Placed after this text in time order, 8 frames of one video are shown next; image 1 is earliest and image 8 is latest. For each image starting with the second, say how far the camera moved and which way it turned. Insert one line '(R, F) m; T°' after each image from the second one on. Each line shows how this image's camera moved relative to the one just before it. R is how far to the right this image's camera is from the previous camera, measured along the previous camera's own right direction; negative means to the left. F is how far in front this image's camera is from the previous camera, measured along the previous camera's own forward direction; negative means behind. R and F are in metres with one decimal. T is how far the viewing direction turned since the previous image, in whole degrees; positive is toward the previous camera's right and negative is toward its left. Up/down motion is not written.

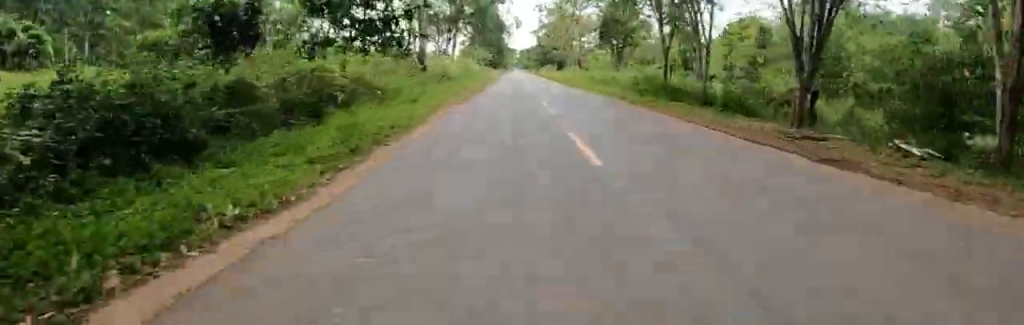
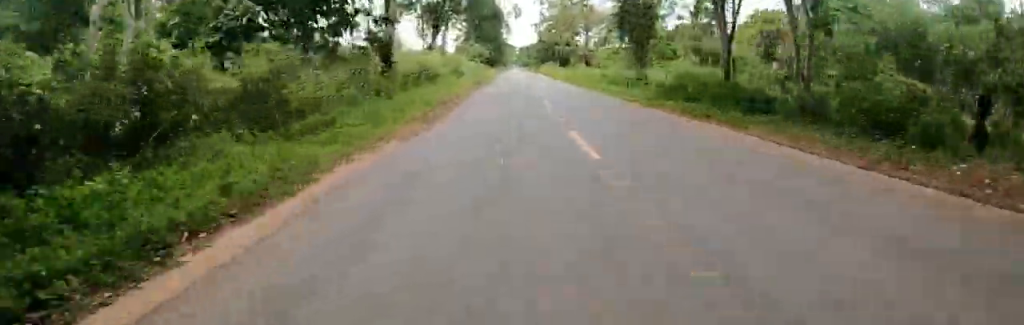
(0.0, +9.4) m; 0°
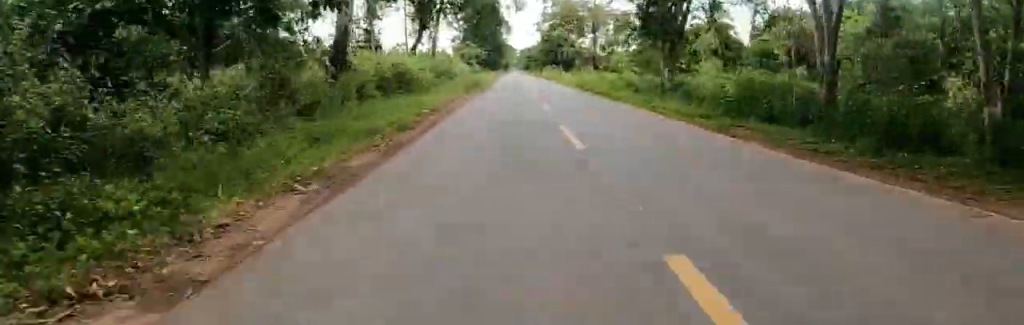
(0.0, +6.5) m; 0°
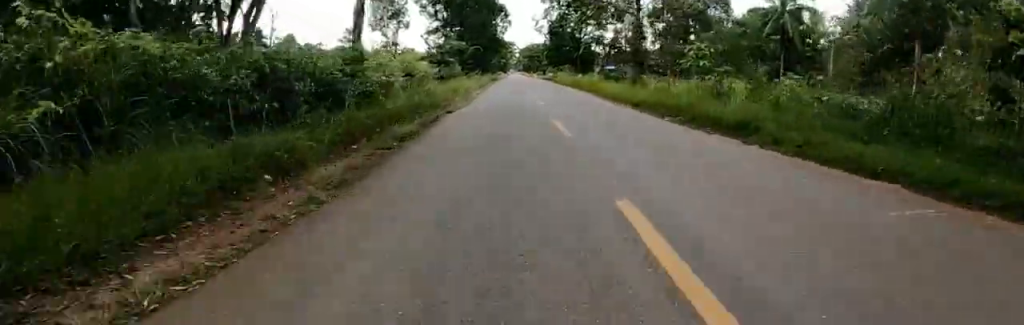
(0.0, +23.9) m; 0°
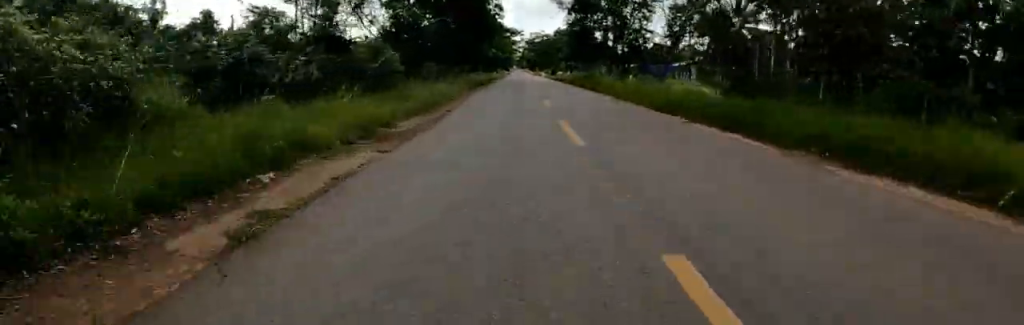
(0.0, +26.9) m; 0°
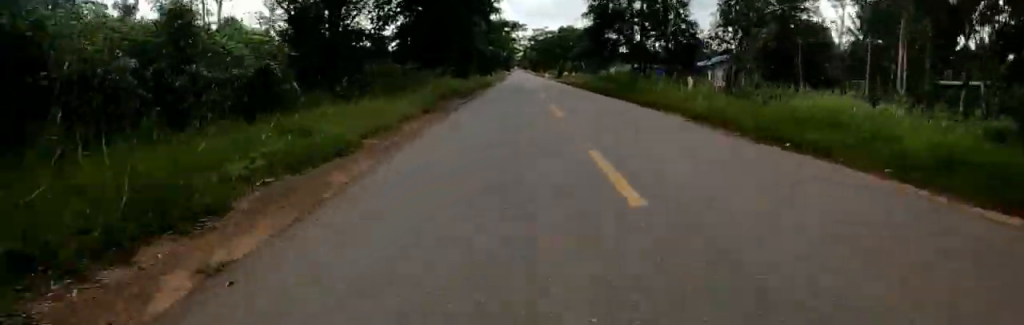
(0.0, +12.3) m; 0°
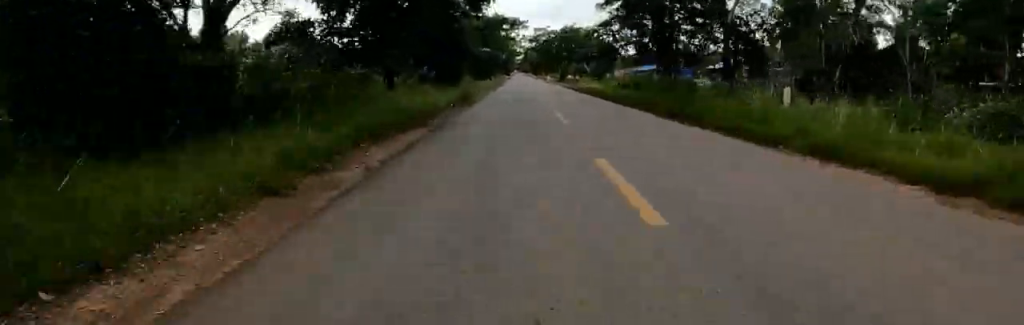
(0.0, +8.3) m; 0°
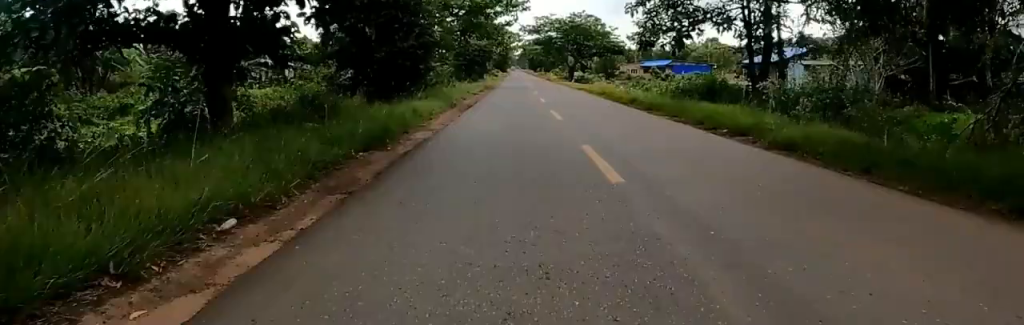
(-0.1, +14.7) m; -2°
